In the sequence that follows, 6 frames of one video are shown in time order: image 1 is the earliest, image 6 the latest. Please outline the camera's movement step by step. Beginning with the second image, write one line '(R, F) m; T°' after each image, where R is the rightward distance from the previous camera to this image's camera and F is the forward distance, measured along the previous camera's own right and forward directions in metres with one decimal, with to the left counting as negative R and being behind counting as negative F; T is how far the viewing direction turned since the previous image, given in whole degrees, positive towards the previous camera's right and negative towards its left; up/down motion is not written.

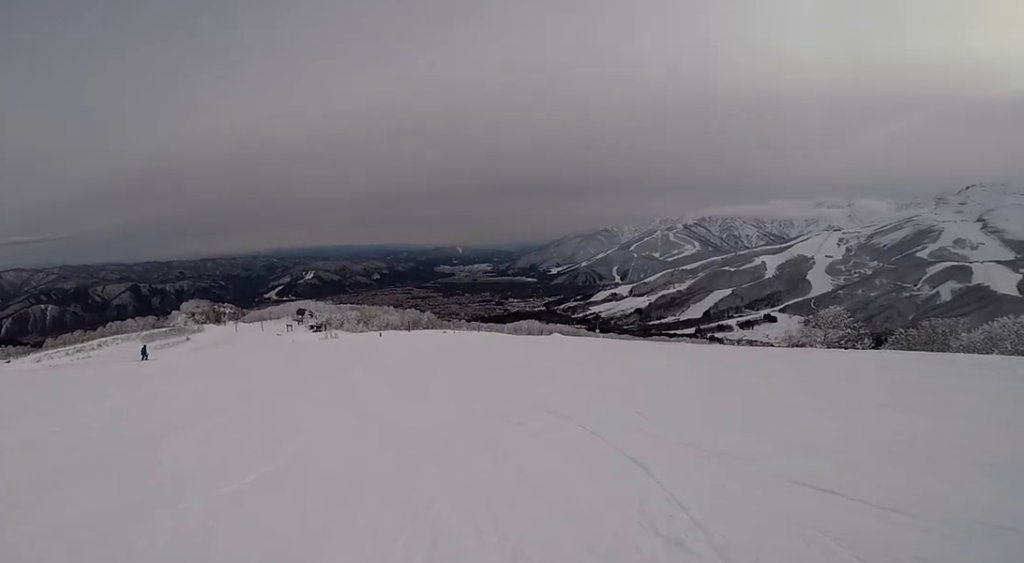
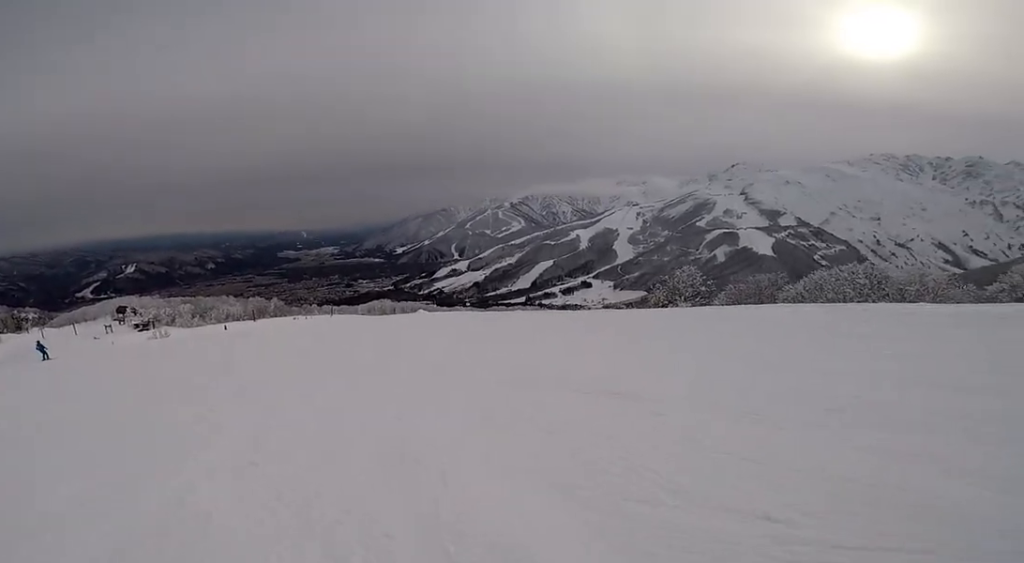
(+2.0, +6.8) m; +30°
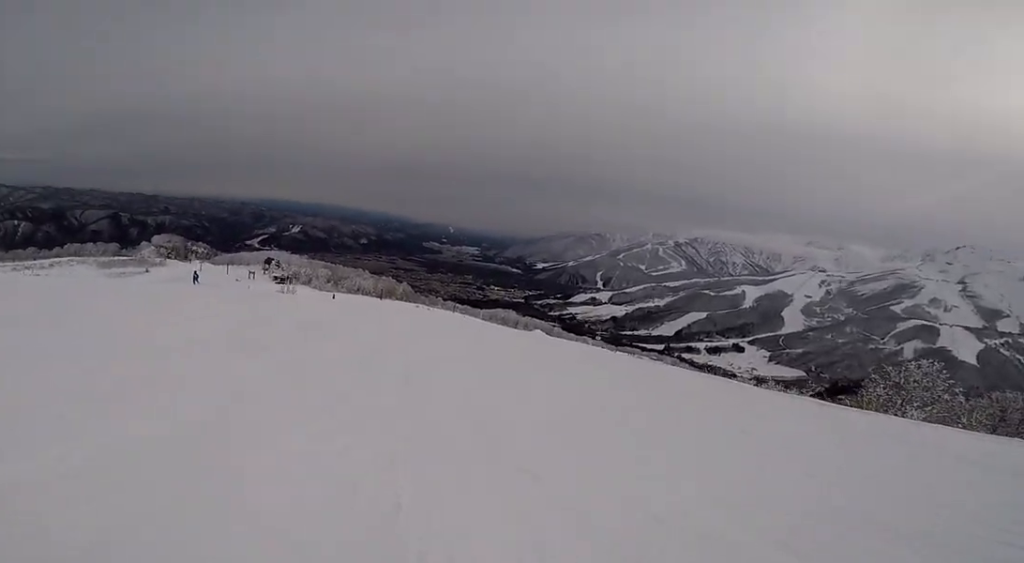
(+0.9, +10.2) m; -14°
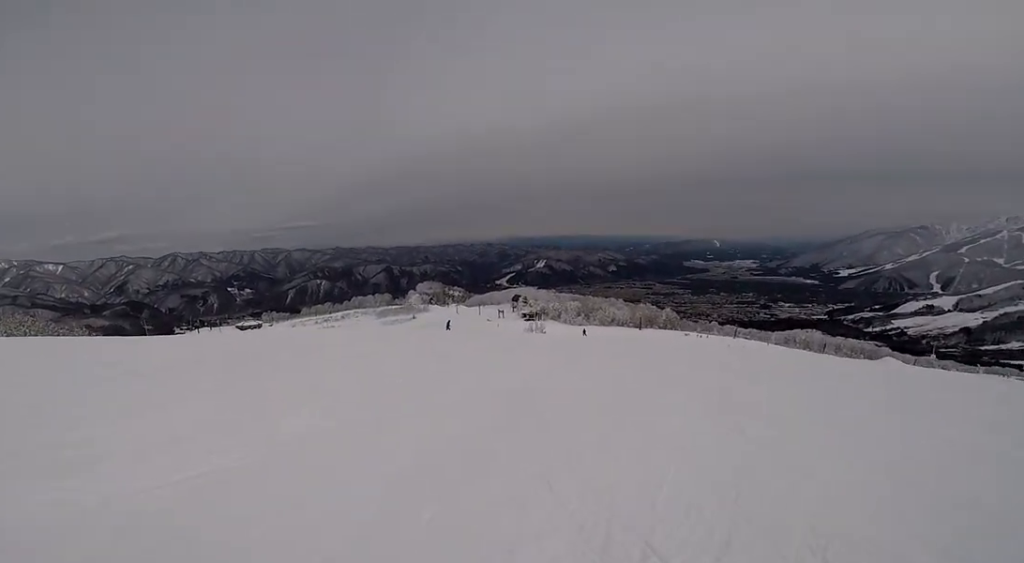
(-2.4, +8.2) m; -28°
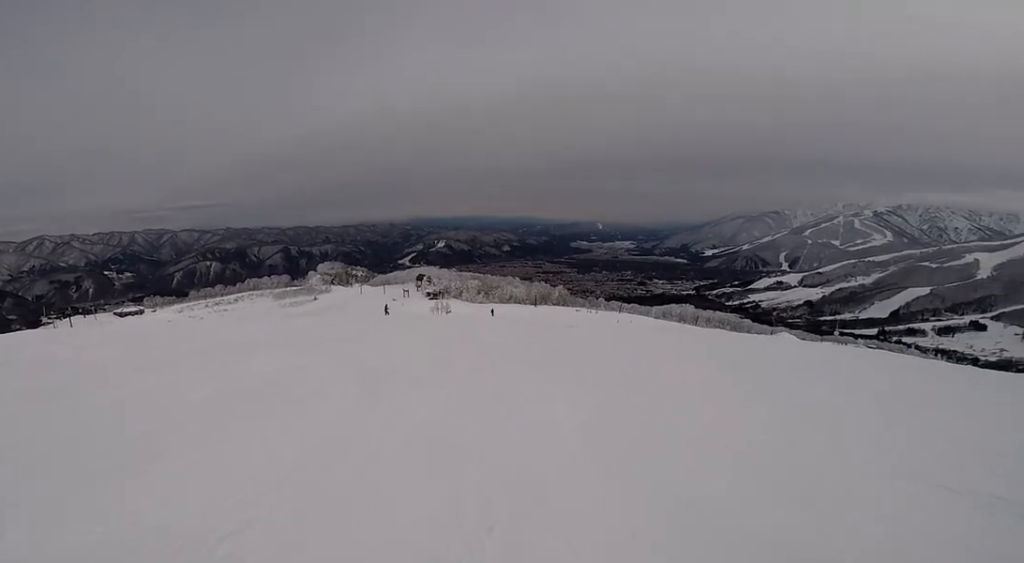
(-0.8, +5.2) m; 0°
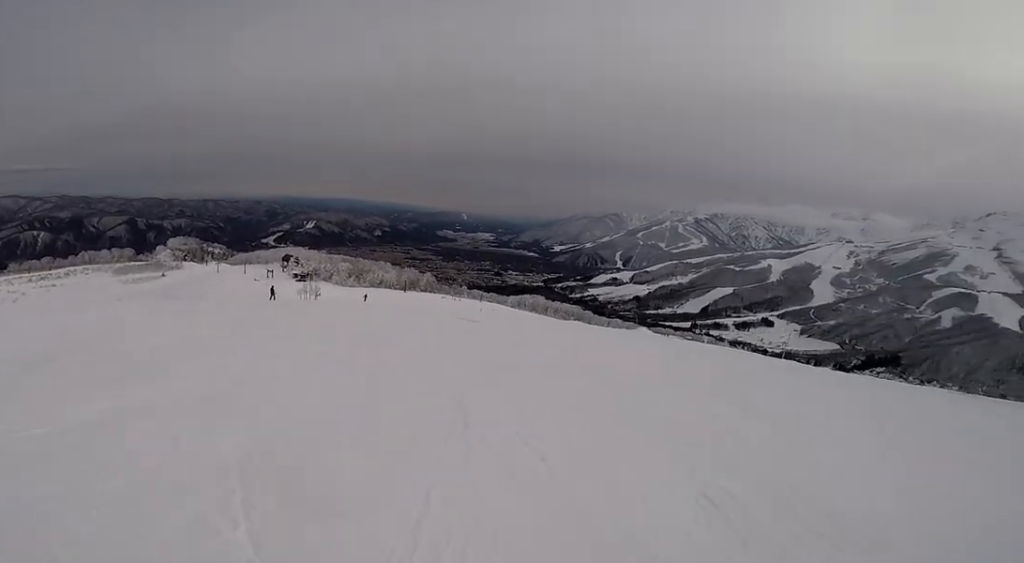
(+0.1, +3.9) m; +23°
